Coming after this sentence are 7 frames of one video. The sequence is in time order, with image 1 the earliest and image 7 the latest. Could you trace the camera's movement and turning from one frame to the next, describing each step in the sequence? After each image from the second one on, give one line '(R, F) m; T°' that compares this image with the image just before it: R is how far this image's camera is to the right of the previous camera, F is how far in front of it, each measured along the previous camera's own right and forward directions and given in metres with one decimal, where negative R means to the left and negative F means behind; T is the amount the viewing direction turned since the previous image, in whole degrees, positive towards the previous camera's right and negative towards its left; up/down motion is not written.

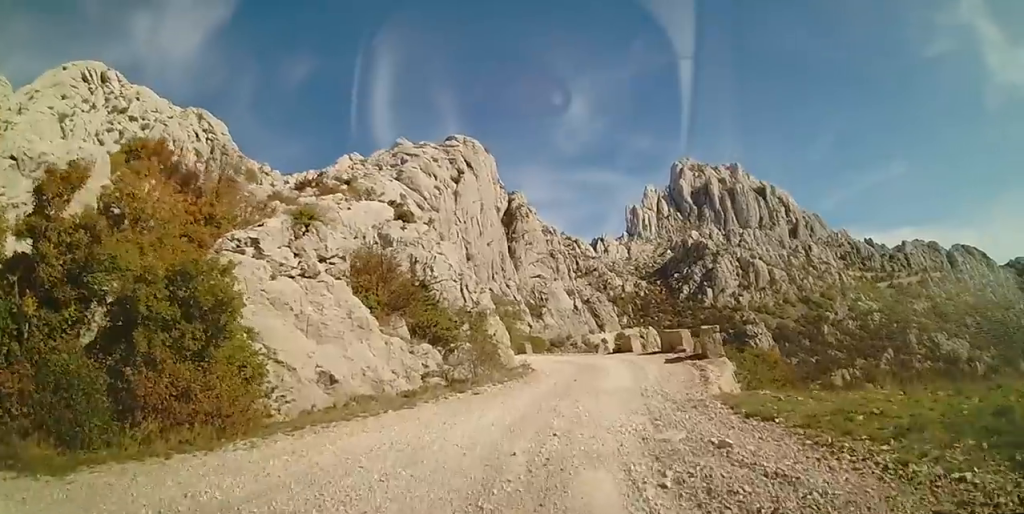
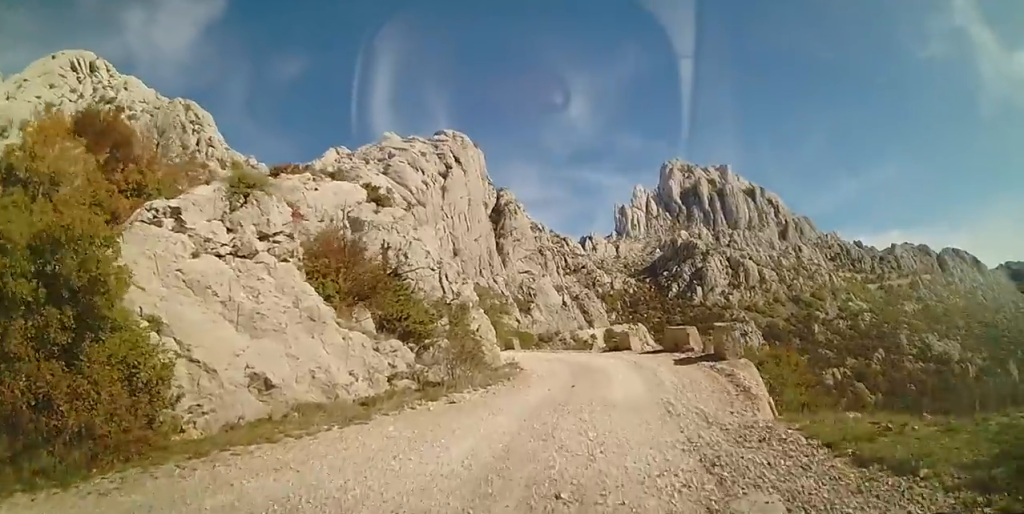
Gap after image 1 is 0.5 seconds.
(0.0, +2.7) m; +2°
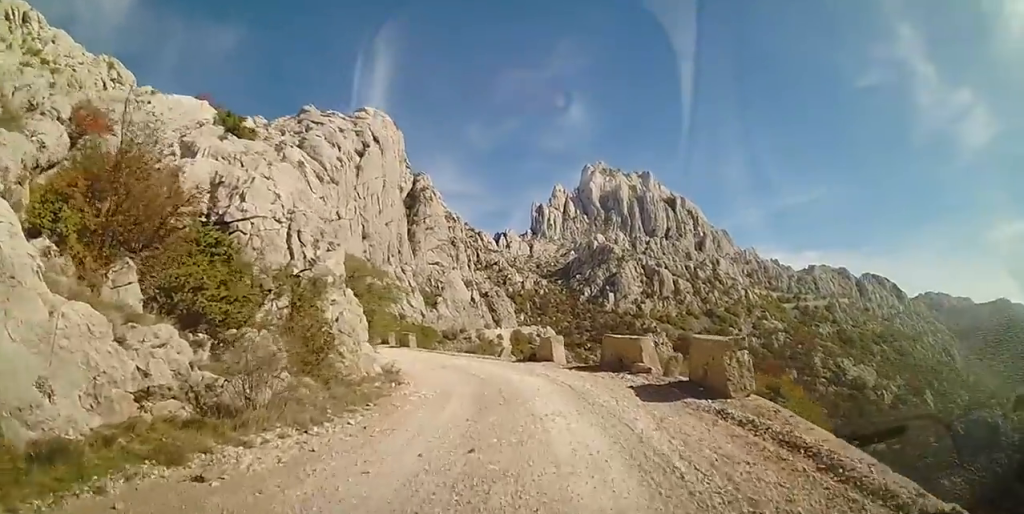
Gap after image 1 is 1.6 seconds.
(+0.3, +6.2) m; 0°
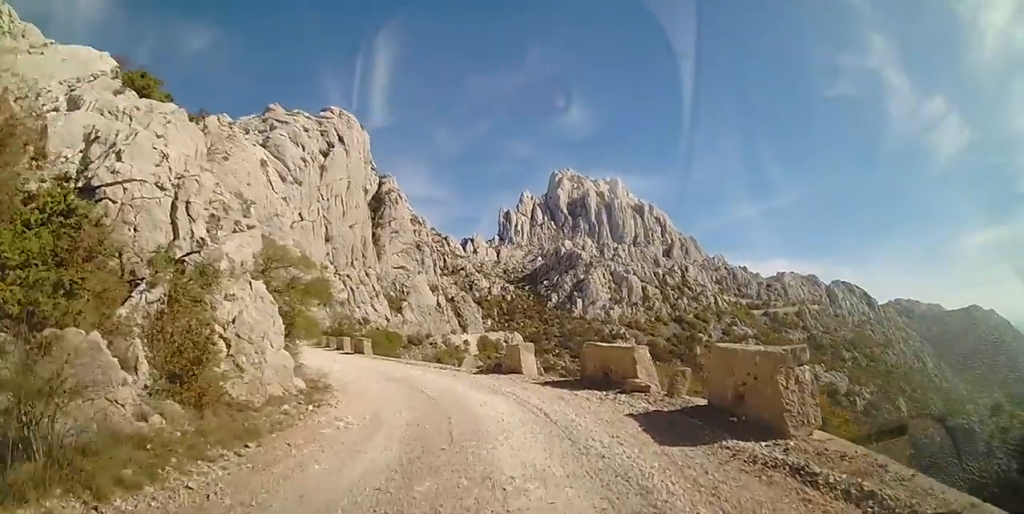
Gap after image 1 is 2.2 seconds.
(-0.3, +3.3) m; 0°
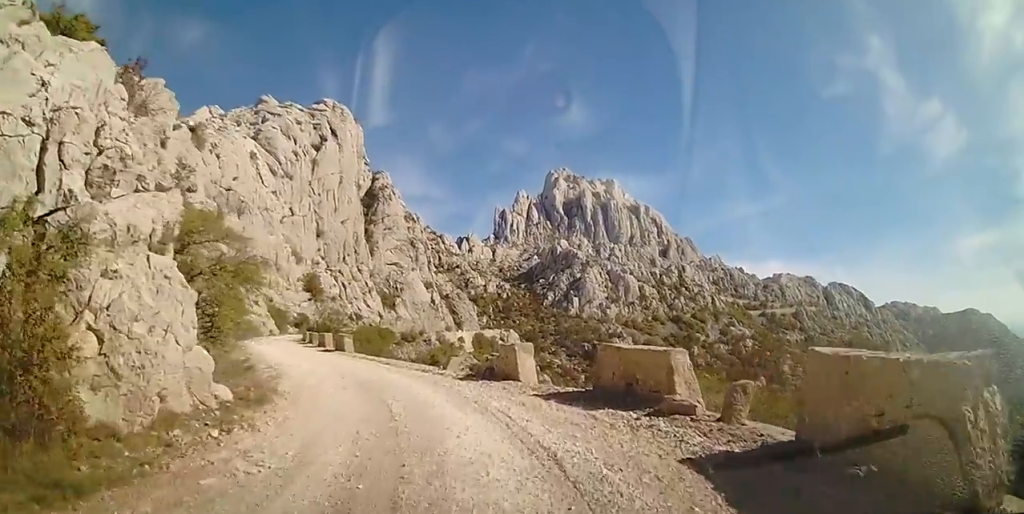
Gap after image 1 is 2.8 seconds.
(+0.1, +3.1) m; 0°
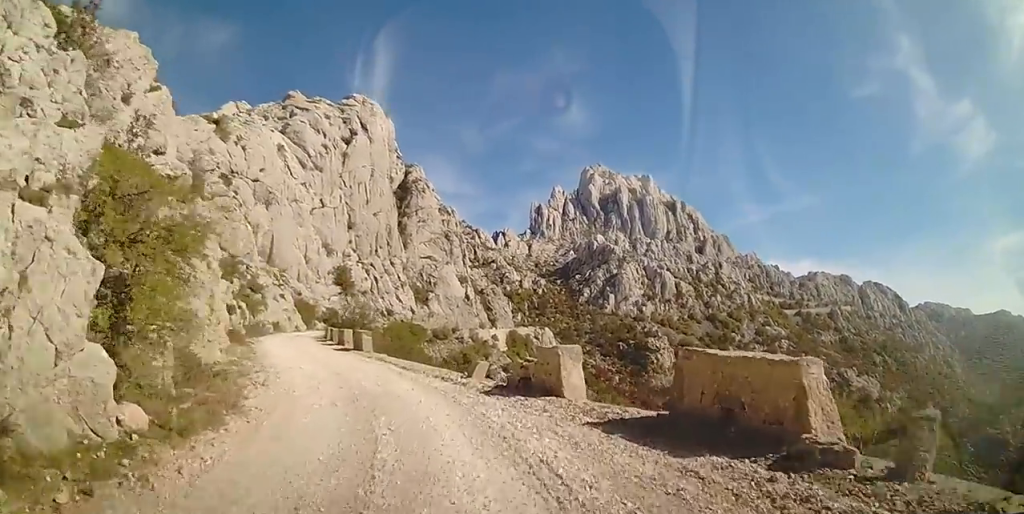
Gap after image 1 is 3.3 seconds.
(+0.3, +3.1) m; 0°
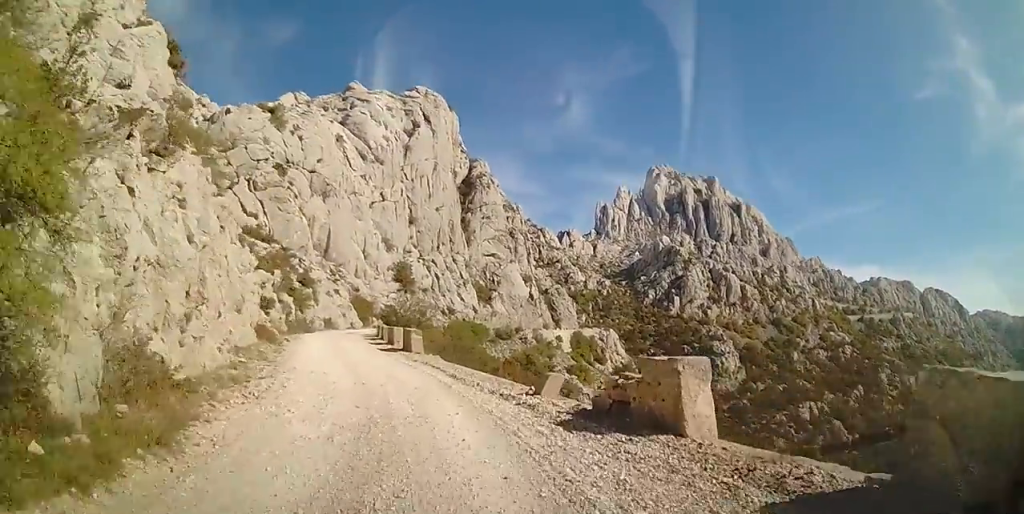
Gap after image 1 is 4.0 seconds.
(-0.3, +3.6) m; -7°
